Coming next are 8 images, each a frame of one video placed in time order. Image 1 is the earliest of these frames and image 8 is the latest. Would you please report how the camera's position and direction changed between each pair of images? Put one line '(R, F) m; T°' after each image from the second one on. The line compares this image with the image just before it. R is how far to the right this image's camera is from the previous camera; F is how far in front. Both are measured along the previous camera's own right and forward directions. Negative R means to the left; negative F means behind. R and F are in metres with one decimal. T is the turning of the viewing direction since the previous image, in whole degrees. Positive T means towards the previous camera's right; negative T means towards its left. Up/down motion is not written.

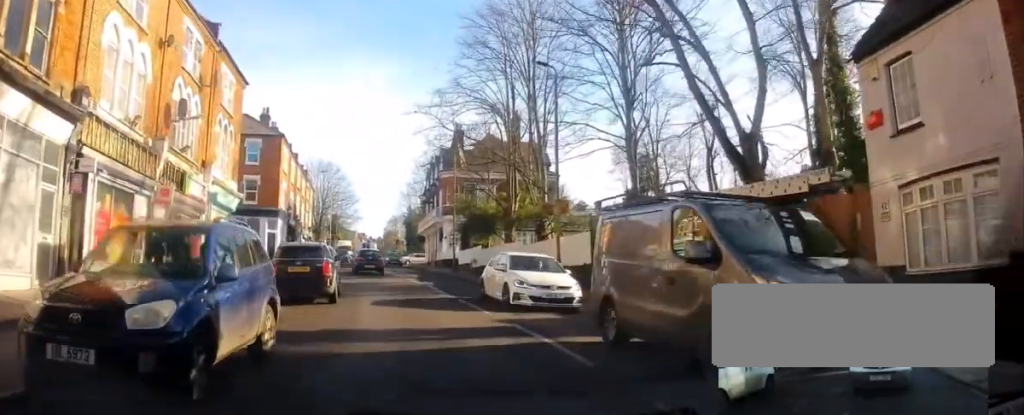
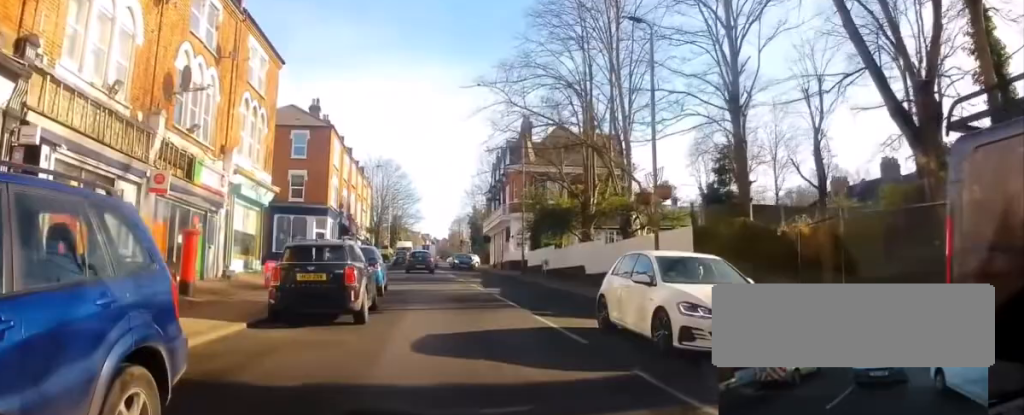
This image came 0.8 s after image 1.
(-0.4, +4.1) m; -6°
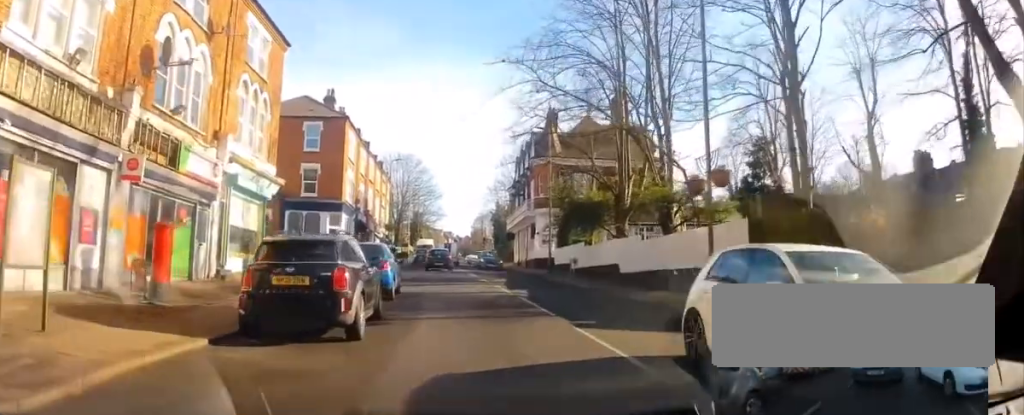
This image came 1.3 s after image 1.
(0.0, +2.4) m; 0°
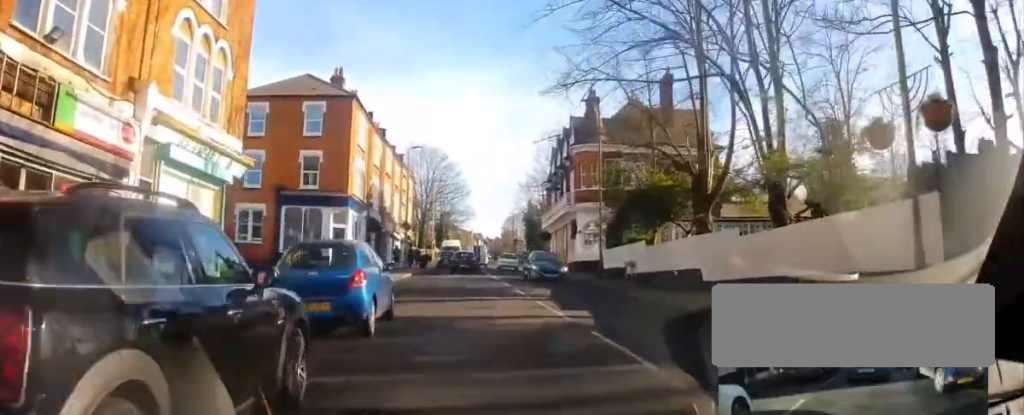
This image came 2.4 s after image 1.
(-0.1, +6.1) m; +1°
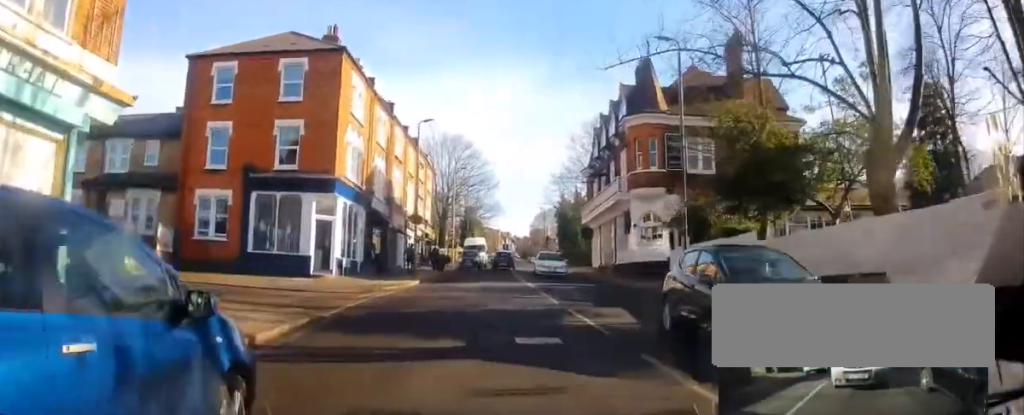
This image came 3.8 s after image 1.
(+0.4, +8.5) m; +1°
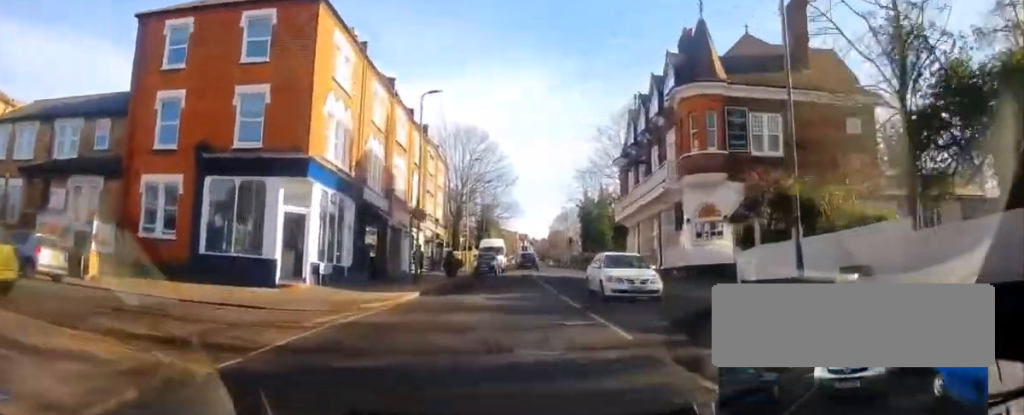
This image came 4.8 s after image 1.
(-0.5, +6.4) m; -5°
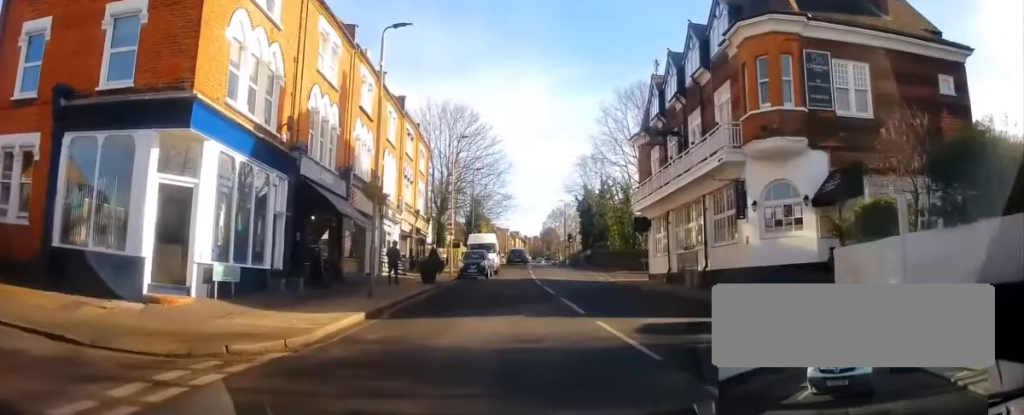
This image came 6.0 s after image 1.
(0.0, +7.7) m; -1°
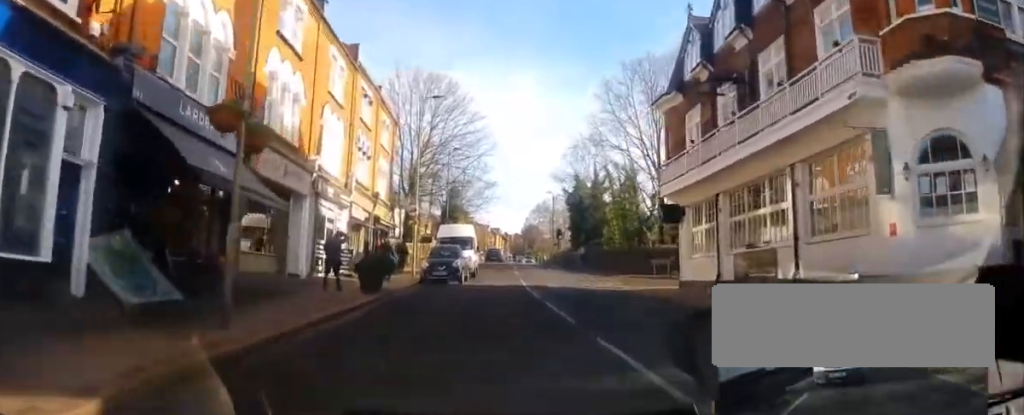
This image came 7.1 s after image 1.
(-0.1, +8.2) m; -1°
